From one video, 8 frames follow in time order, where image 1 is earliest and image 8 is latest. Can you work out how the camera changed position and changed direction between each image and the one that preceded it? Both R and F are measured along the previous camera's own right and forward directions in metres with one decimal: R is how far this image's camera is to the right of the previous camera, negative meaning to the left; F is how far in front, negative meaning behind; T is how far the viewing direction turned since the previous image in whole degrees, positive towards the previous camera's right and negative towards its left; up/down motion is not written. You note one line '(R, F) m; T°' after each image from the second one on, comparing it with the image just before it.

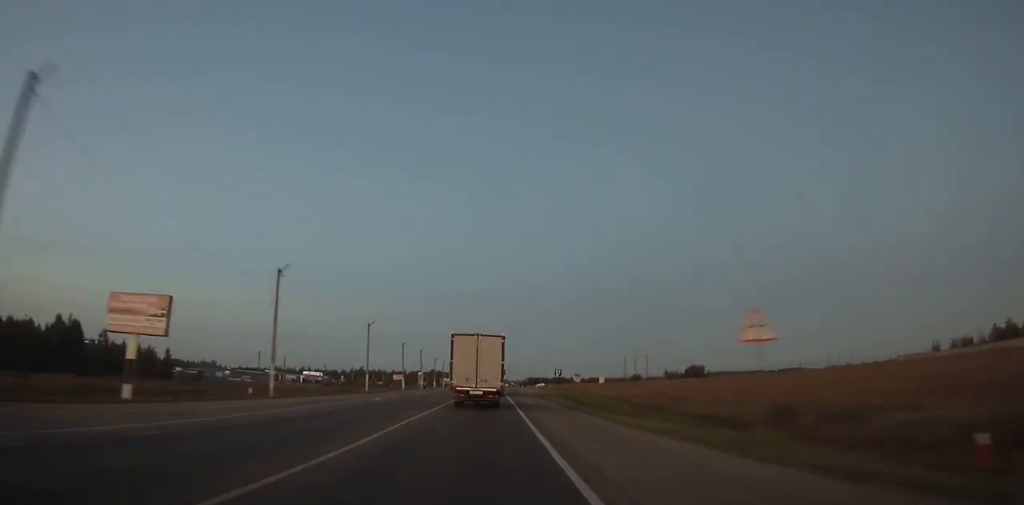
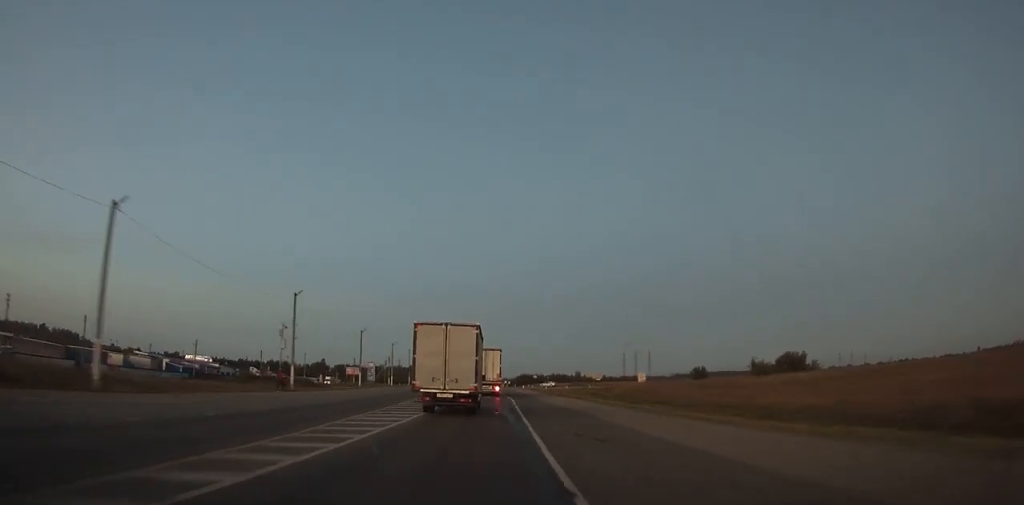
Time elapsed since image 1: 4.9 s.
(+0.9, +83.4) m; +1°
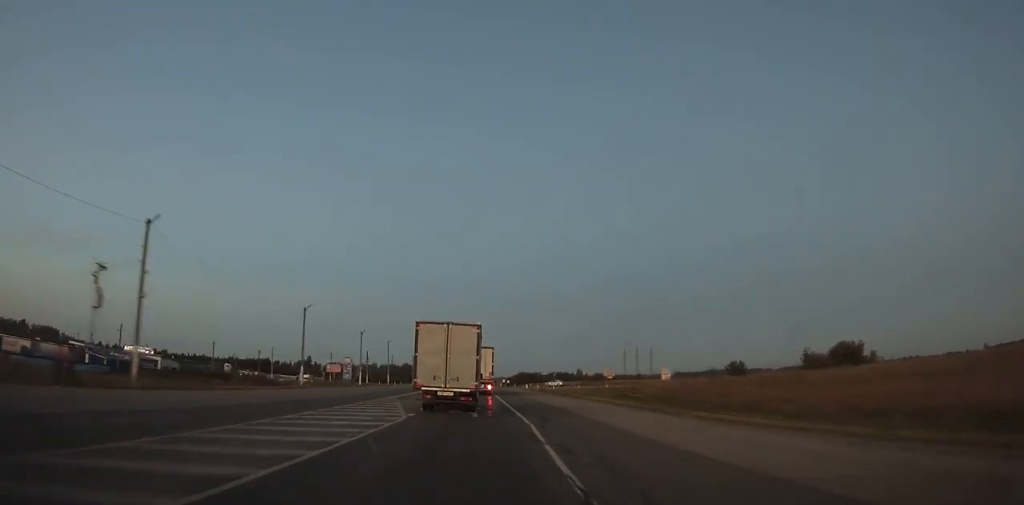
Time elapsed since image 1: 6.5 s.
(+0.3, +25.2) m; 0°
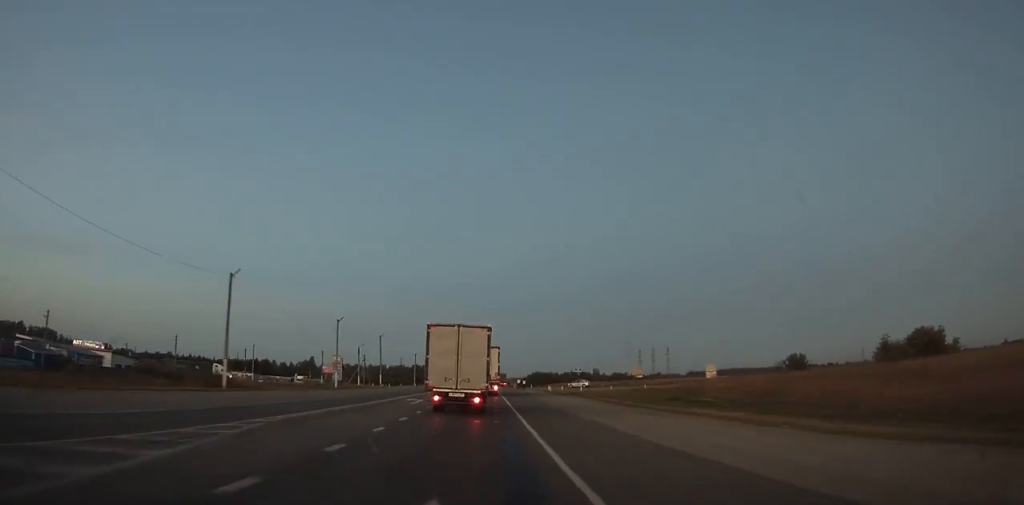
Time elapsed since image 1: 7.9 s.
(0.0, +21.4) m; 0°
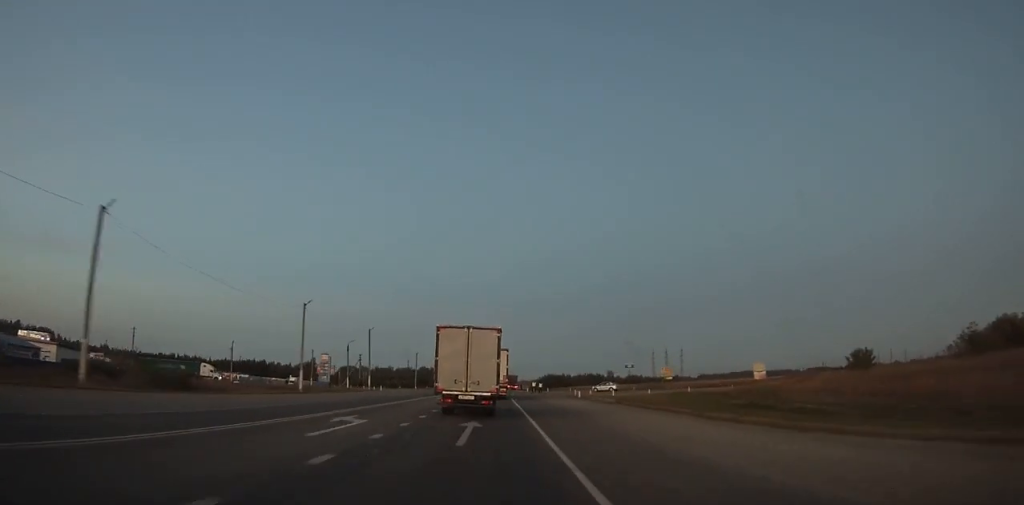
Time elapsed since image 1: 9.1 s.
(-0.2, +17.7) m; 0°
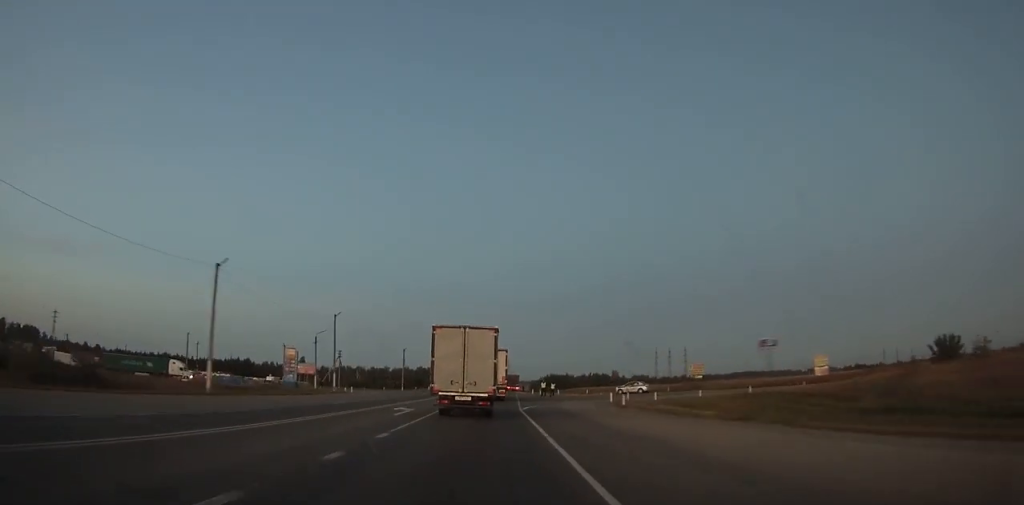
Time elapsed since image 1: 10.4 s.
(-0.1, +19.0) m; 0°
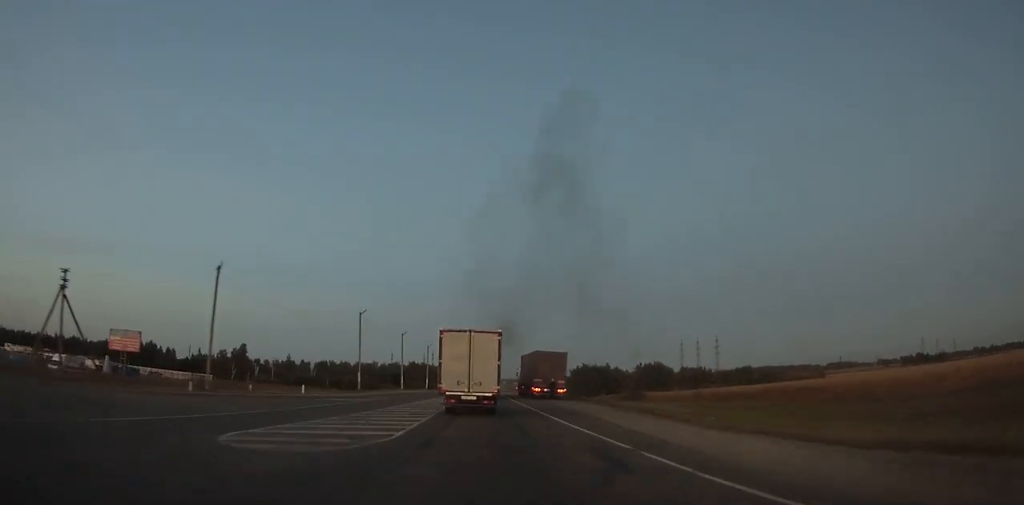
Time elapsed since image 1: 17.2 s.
(-1.0, +92.6) m; -1°
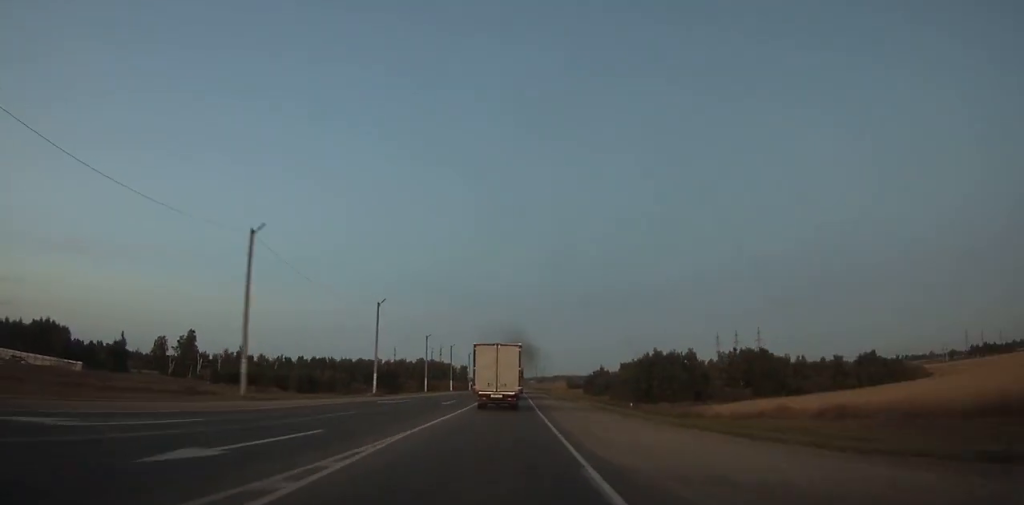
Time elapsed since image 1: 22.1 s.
(-0.6, +65.6) m; -1°
